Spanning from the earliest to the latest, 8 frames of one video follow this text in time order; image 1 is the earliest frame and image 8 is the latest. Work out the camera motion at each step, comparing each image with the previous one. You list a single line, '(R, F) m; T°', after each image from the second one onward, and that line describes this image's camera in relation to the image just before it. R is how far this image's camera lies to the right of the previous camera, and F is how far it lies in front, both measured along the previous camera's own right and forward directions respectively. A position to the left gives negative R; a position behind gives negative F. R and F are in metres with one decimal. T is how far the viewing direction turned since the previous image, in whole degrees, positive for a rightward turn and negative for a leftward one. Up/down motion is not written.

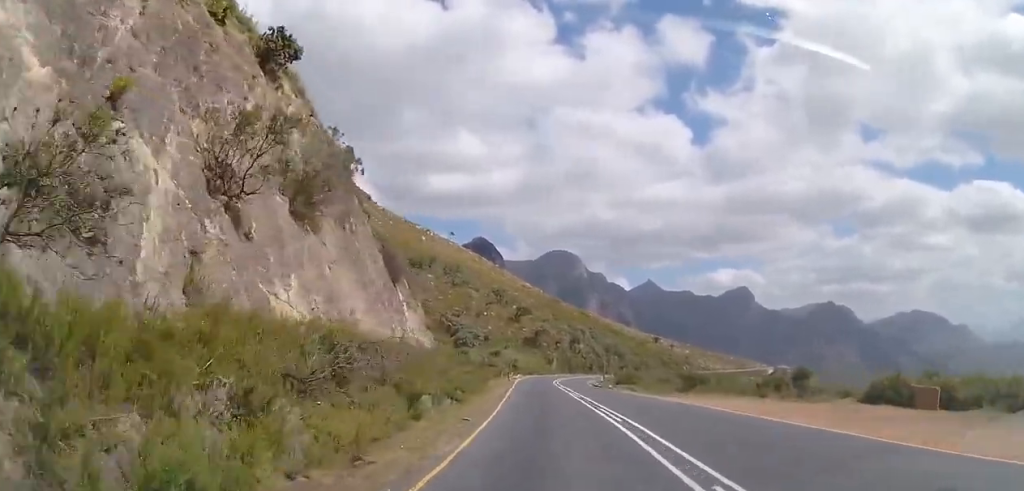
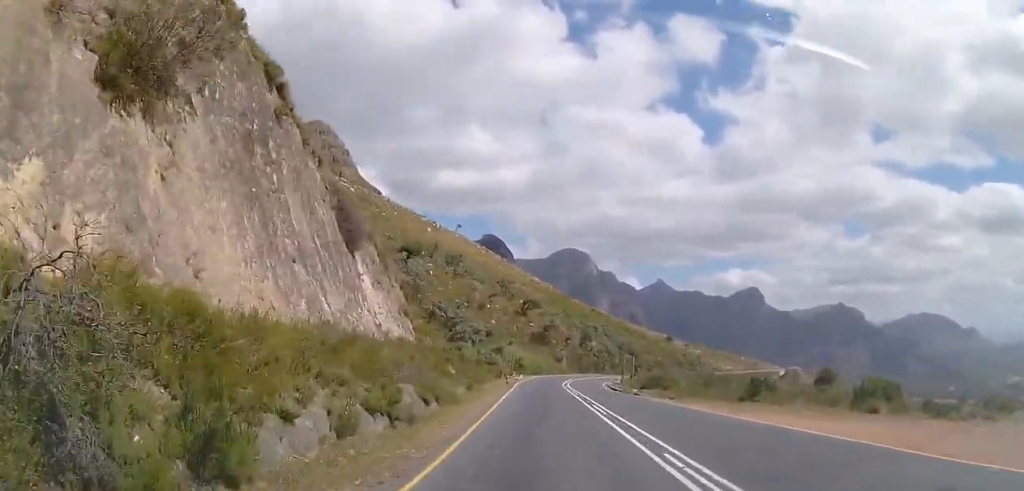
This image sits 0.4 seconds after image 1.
(-0.3, +9.4) m; -1°
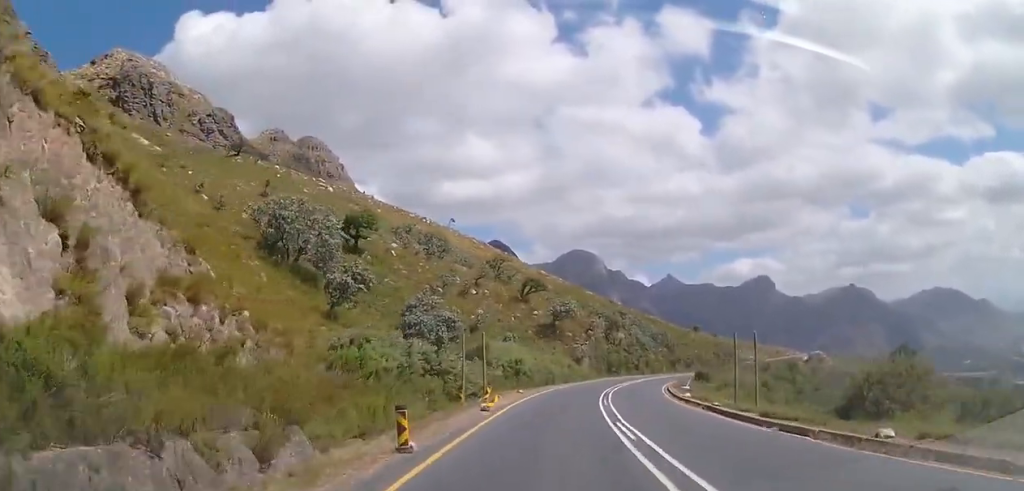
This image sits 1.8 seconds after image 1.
(-0.3, +29.2) m; 0°
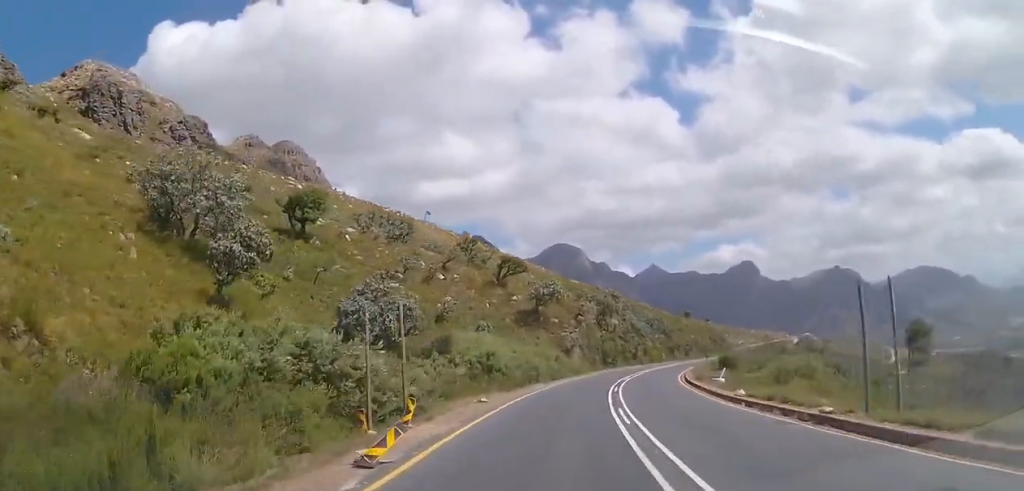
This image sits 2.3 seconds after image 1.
(0.0, +11.0) m; +1°
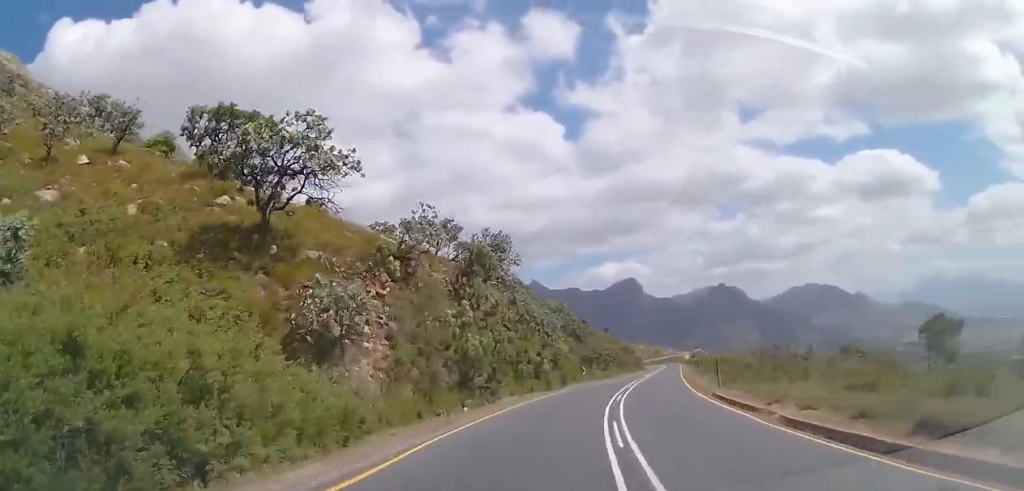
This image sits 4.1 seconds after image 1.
(+2.5, +39.5) m; +9°
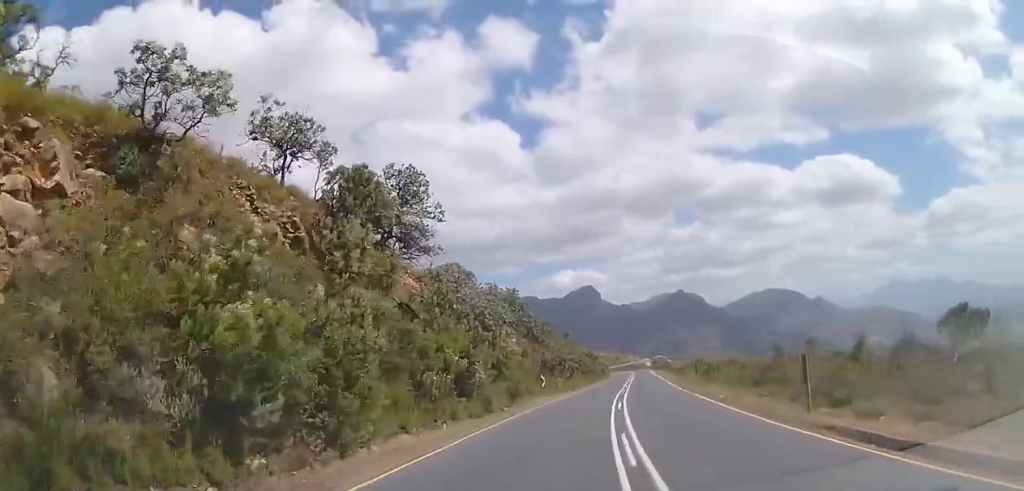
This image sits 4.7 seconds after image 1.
(+0.5, +14.0) m; +2°
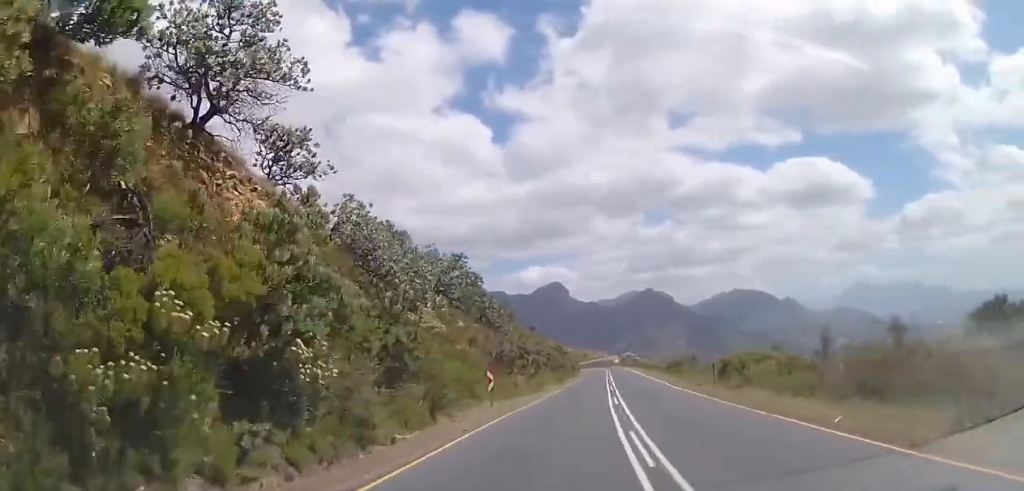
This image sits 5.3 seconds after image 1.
(+0.2, +12.5) m; +2°
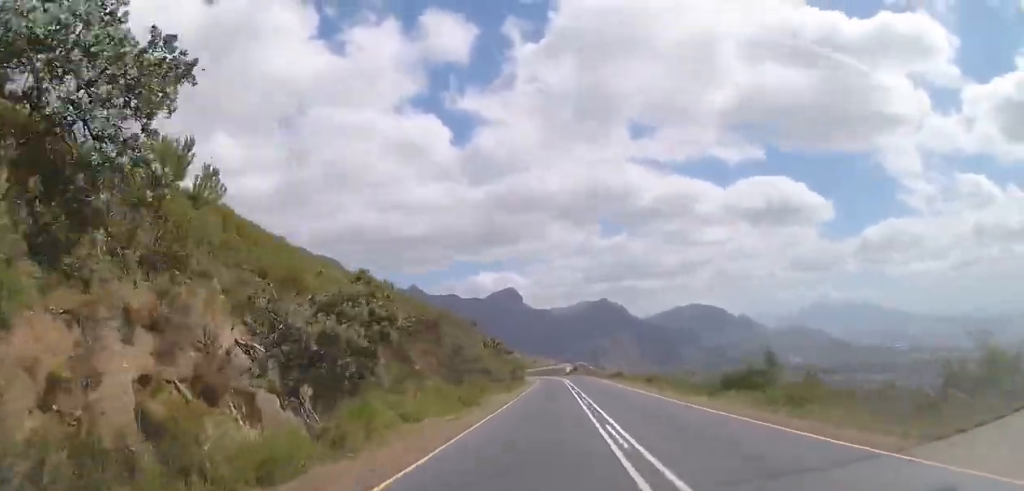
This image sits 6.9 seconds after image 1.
(+2.5, +36.6) m; +7°
